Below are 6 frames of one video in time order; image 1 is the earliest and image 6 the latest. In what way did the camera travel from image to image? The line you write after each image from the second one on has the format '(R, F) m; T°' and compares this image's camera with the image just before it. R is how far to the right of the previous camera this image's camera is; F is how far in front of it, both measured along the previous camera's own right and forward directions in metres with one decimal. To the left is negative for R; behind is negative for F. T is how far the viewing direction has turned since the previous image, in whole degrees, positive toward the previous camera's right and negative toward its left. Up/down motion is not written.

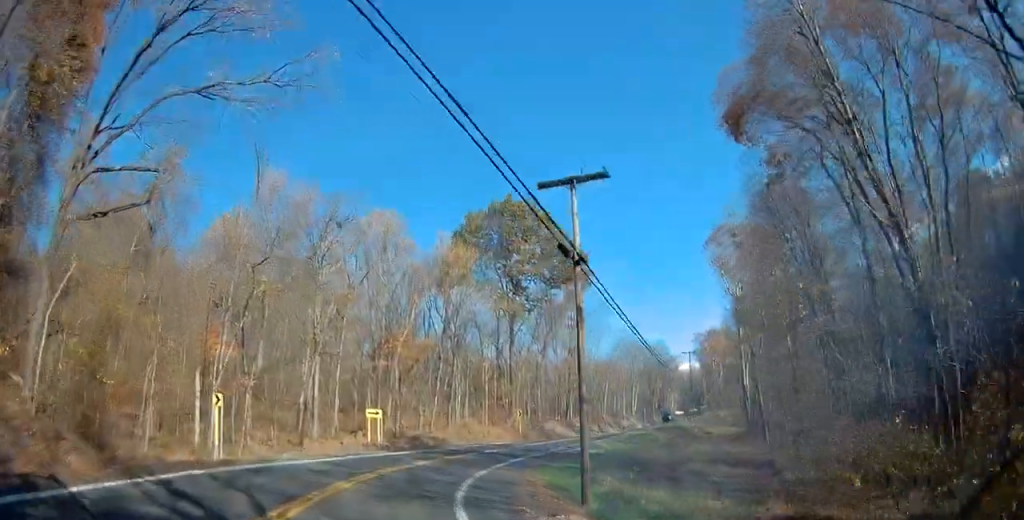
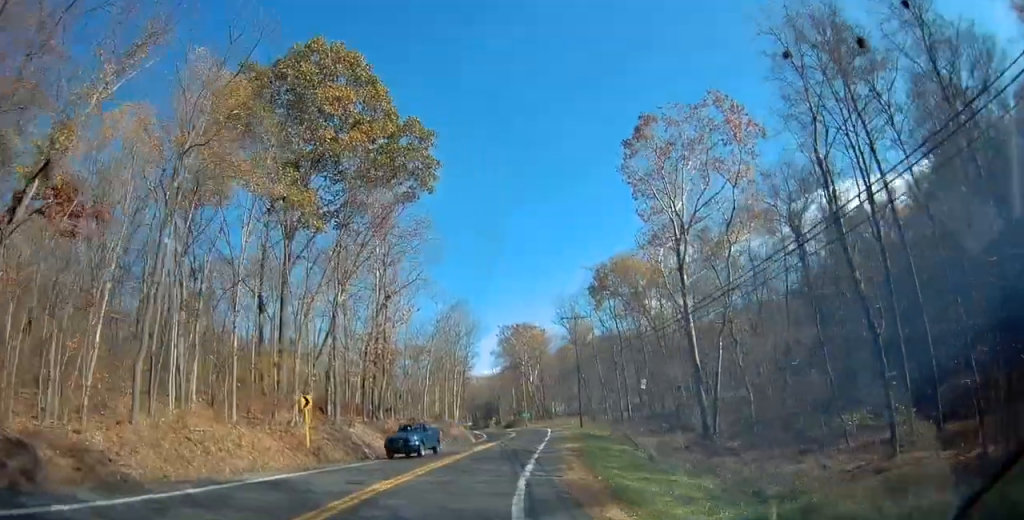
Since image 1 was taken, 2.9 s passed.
(+0.5, +34.3) m; +14°
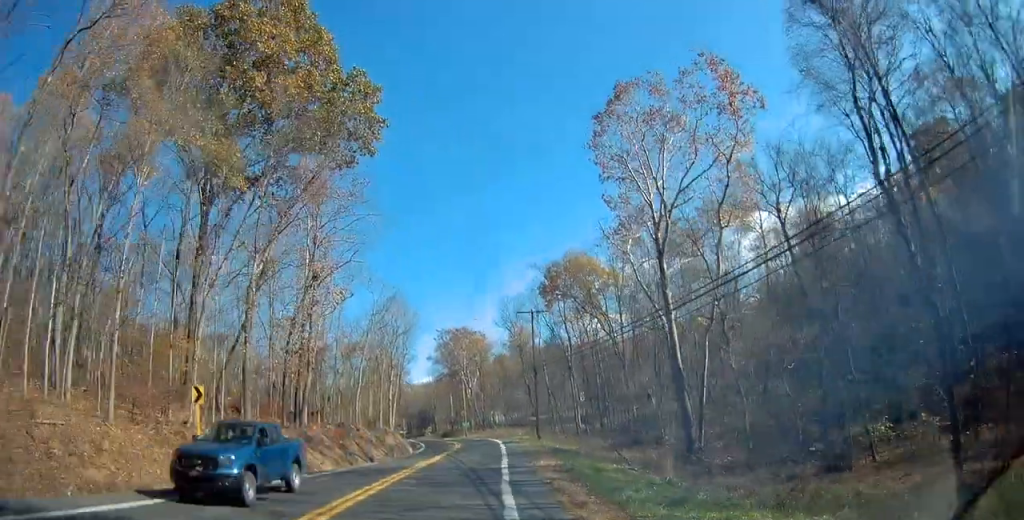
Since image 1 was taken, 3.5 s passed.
(+0.5, +7.0) m; +6°
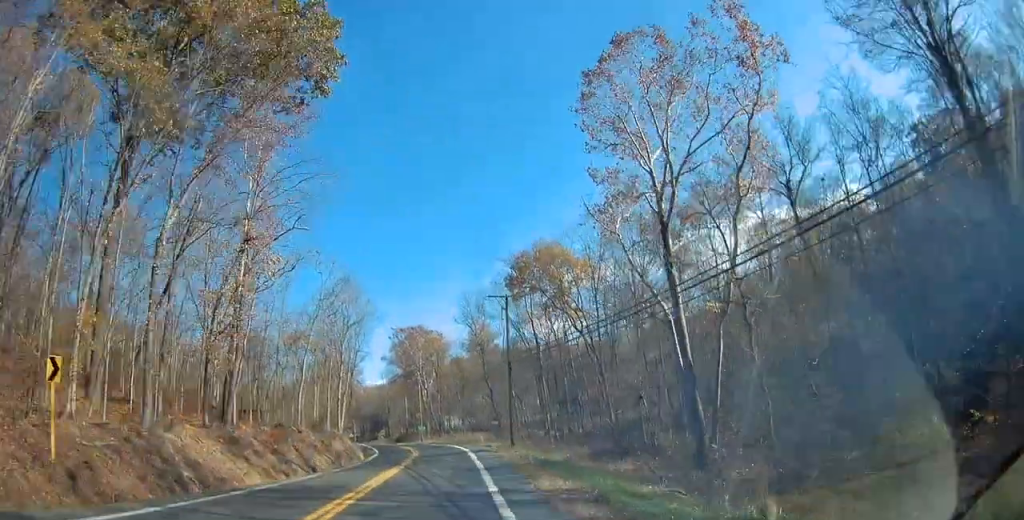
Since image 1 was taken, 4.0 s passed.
(+0.2, +7.1) m; +1°
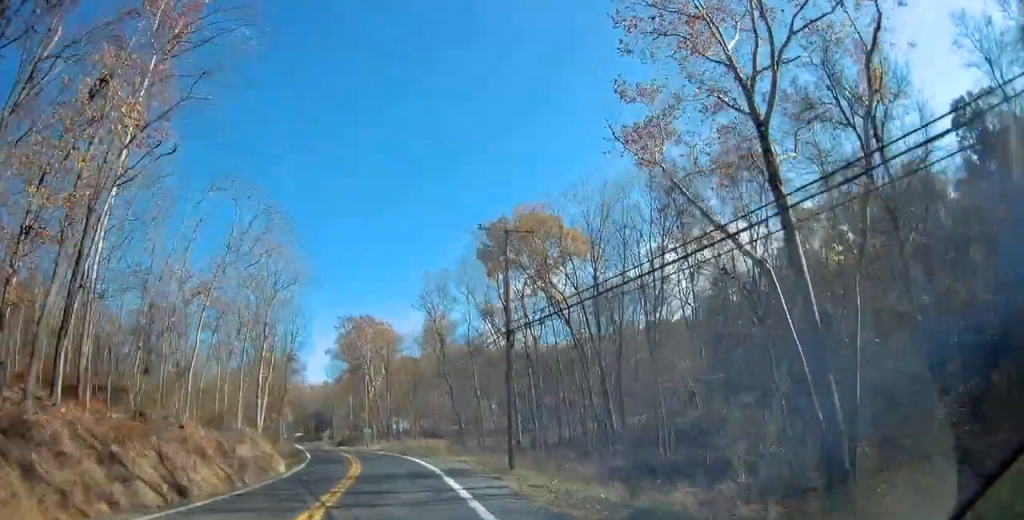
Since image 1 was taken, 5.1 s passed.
(+0.2, +13.8) m; +3°
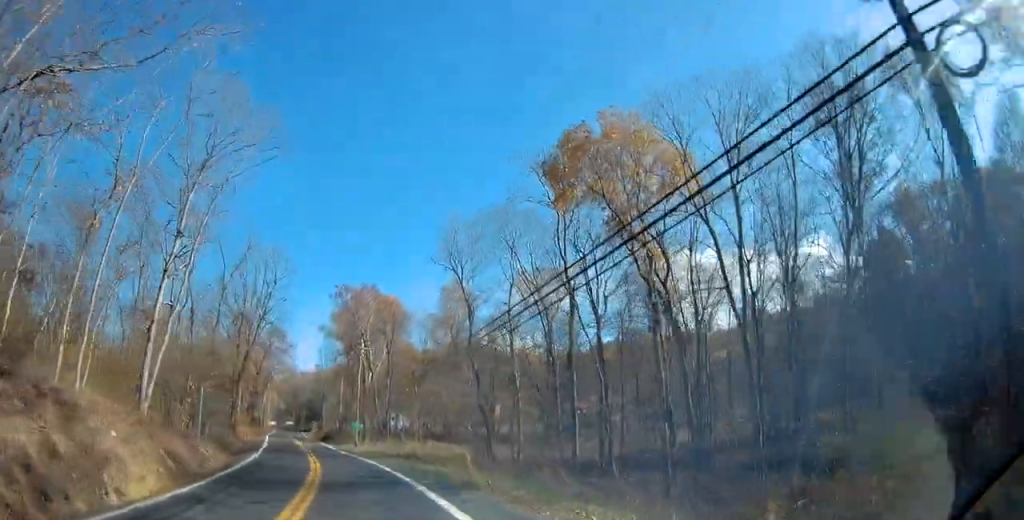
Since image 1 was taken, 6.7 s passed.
(+0.9, +19.5) m; +3°
